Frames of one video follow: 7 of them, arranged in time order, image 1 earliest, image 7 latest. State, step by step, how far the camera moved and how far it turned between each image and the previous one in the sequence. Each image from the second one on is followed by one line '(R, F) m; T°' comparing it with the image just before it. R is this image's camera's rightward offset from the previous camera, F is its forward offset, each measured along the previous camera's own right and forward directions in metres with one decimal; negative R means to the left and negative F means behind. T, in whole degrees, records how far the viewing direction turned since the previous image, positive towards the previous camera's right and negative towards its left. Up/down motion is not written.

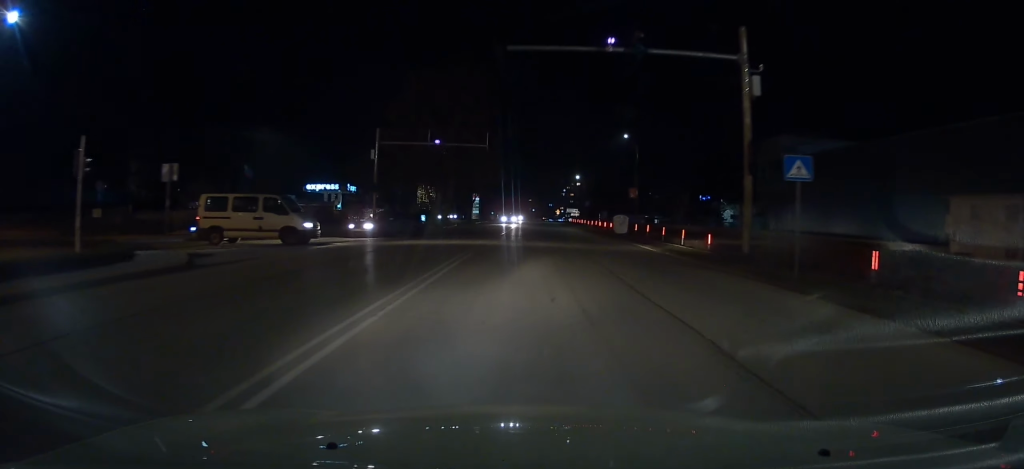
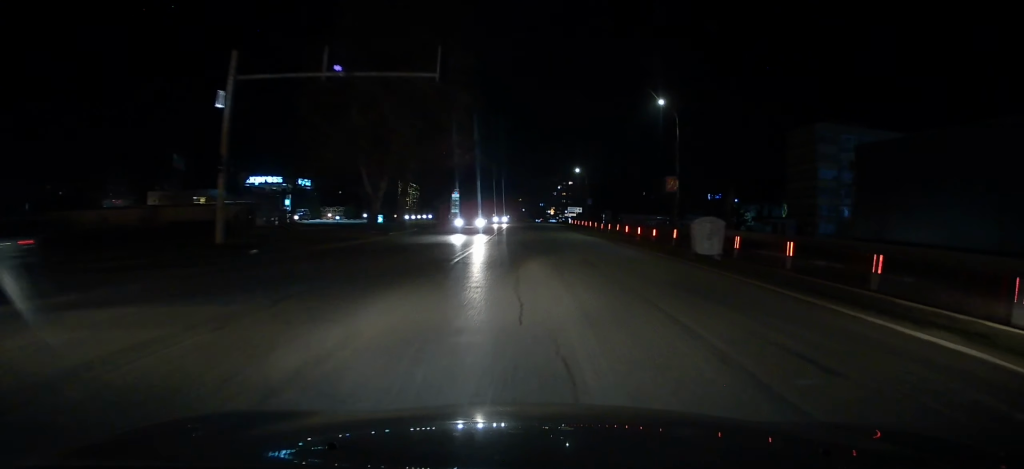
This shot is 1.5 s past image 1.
(0.0, +20.2) m; 0°
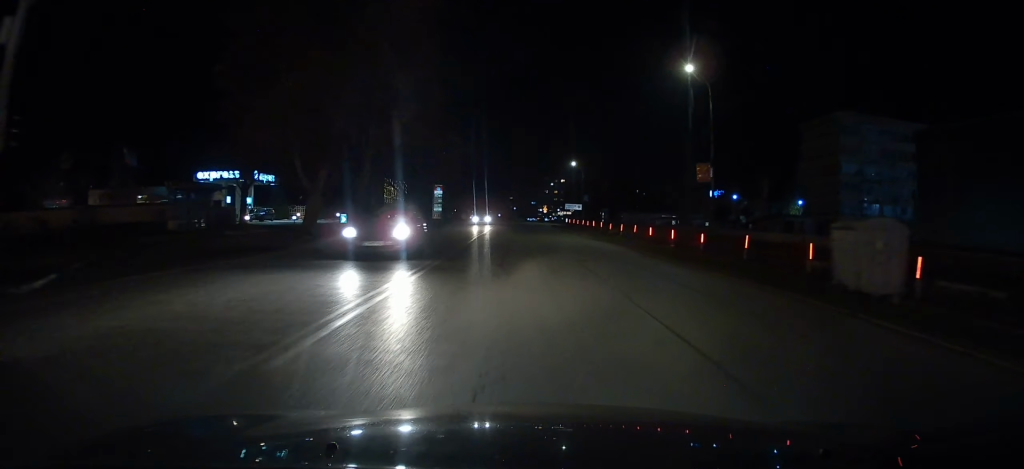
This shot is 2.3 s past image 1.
(0.0, +9.9) m; 0°
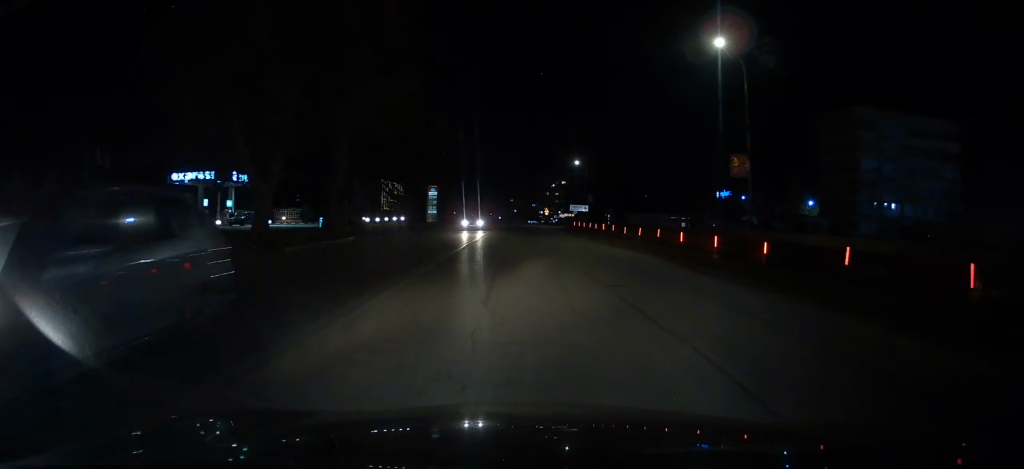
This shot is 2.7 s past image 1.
(0.0, +5.6) m; 0°
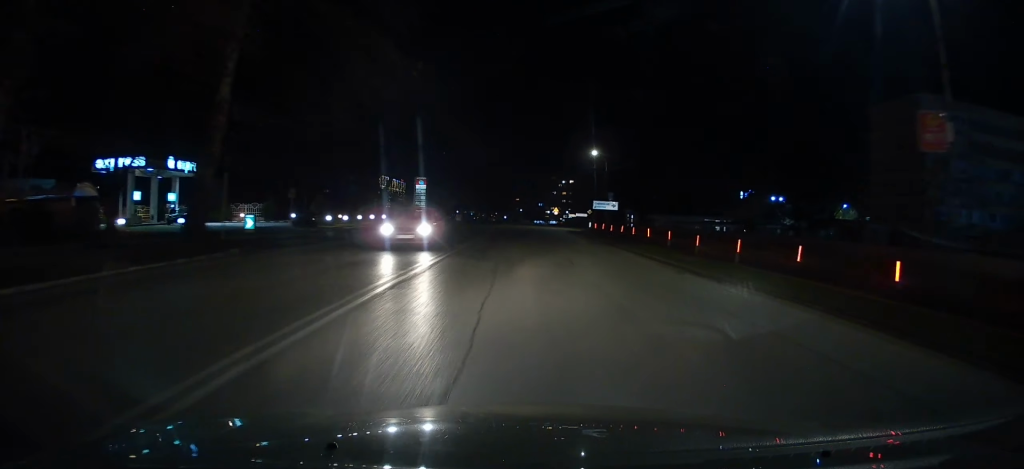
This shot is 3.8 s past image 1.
(0.0, +14.0) m; 0°
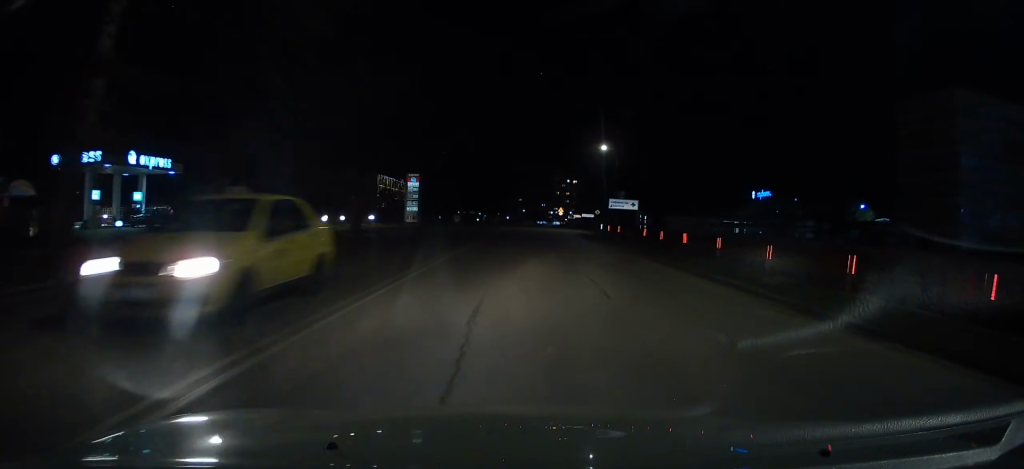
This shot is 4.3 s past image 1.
(0.0, +6.2) m; 0°
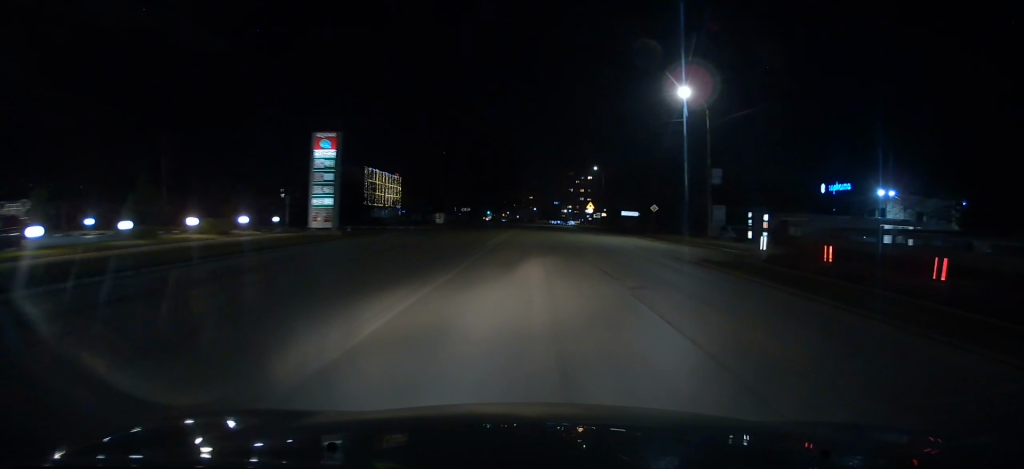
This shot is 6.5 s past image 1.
(-0.1, +30.4) m; -1°
